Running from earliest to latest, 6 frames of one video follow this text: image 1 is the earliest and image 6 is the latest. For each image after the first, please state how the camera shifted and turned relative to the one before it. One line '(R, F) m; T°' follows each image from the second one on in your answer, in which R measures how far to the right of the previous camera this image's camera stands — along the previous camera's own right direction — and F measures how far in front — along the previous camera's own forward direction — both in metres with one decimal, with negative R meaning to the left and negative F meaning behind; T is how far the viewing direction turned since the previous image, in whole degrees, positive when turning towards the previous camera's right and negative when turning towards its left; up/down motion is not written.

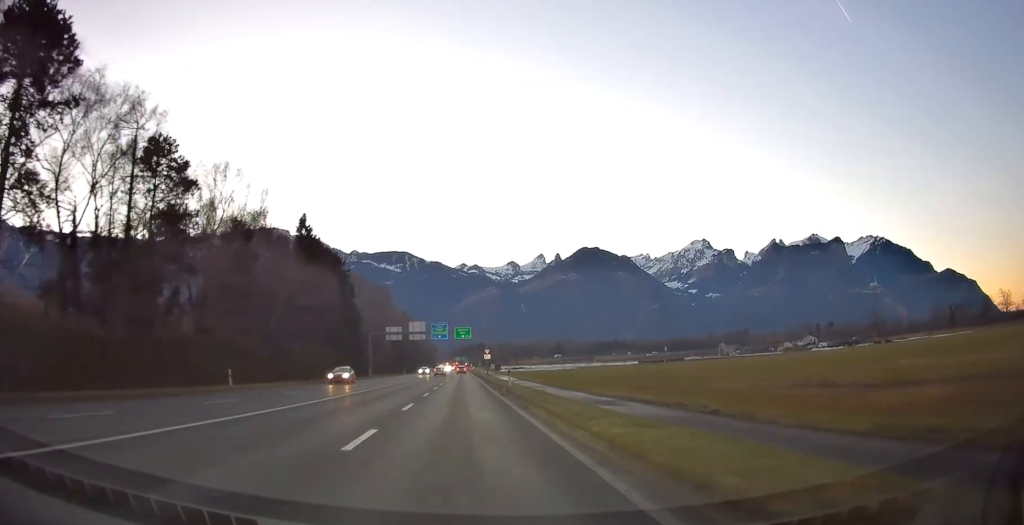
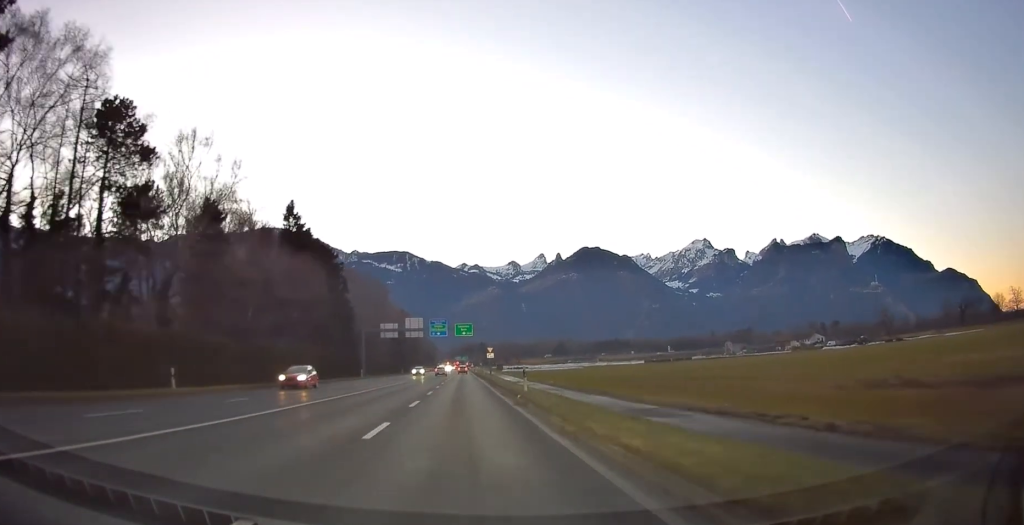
(+0.2, +7.7) m; +1°
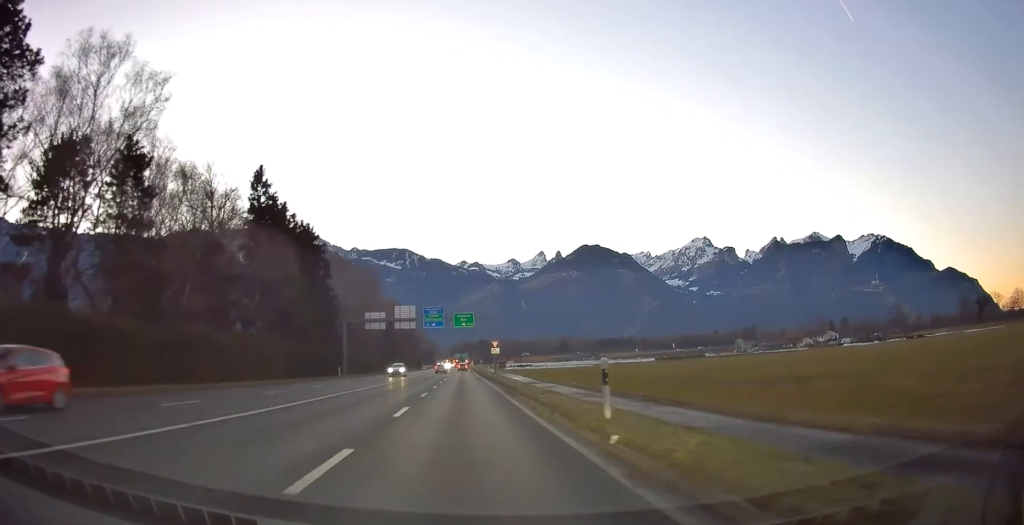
(+0.2, +14.2) m; 0°
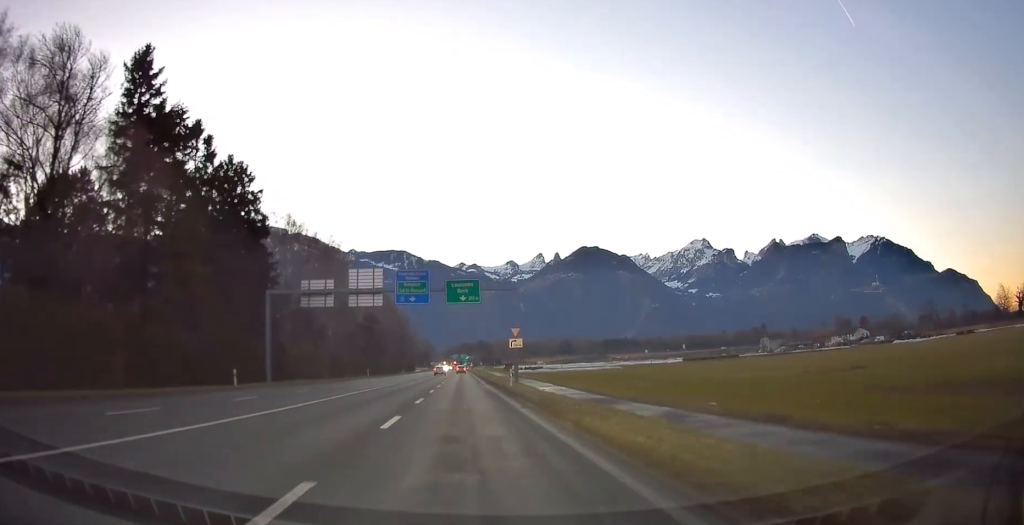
(-0.6, +29.6) m; -1°
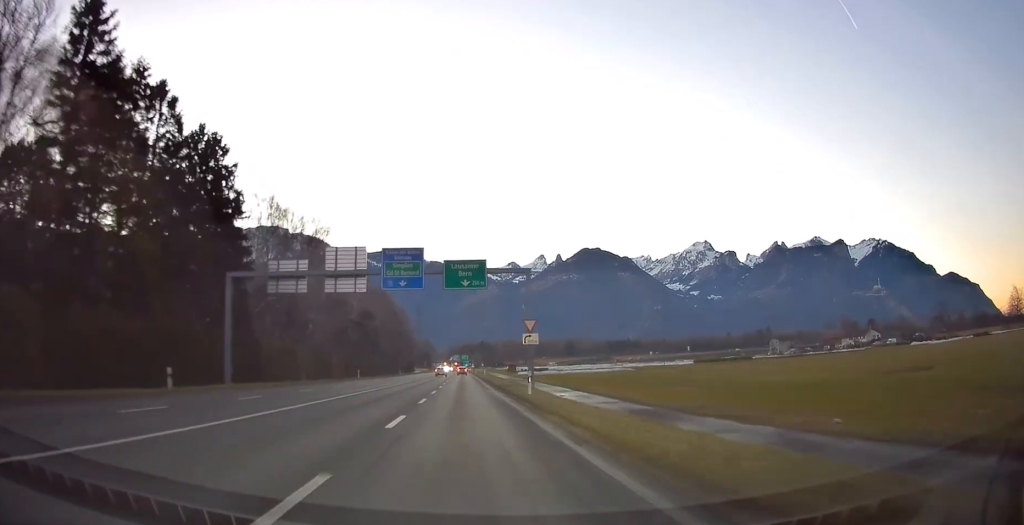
(-0.1, +8.4) m; 0°
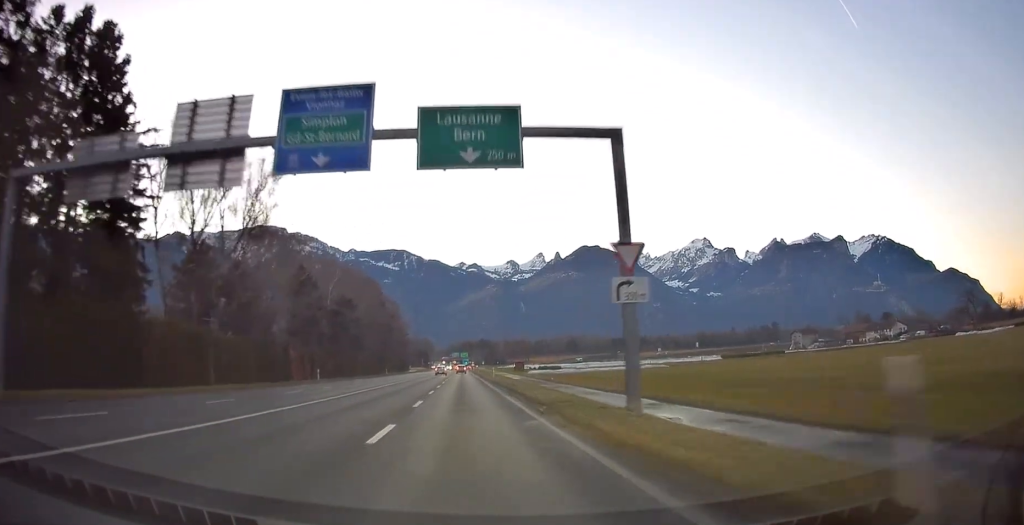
(+0.5, +21.2) m; +1°
